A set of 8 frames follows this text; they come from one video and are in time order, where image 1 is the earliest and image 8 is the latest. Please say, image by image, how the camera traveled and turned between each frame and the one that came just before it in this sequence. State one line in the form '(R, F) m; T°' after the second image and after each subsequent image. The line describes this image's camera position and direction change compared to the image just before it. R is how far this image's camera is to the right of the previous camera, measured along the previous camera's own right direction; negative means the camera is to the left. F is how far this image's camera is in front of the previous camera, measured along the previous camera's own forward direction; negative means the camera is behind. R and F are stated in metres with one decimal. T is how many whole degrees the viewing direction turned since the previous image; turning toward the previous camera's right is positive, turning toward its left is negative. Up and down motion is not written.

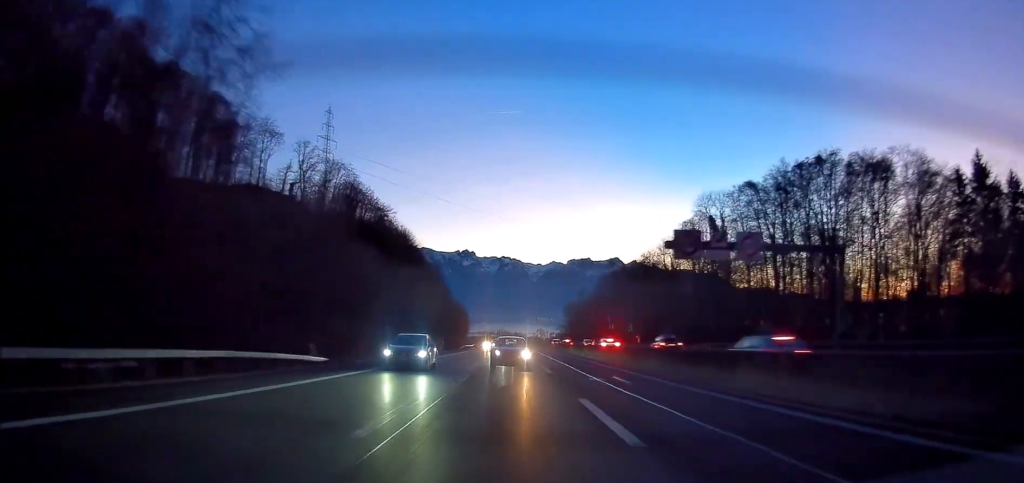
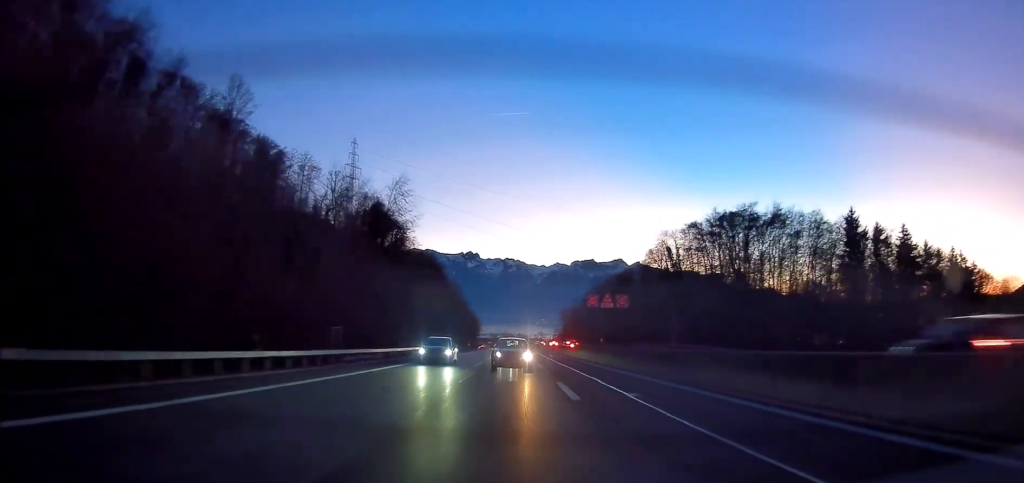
(+0.1, +40.5) m; 0°
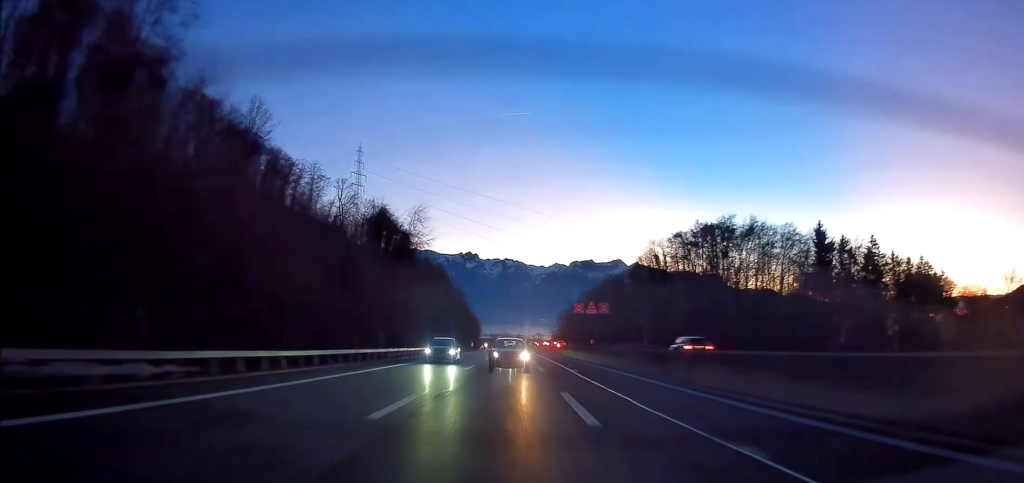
(-0.1, +13.9) m; 0°
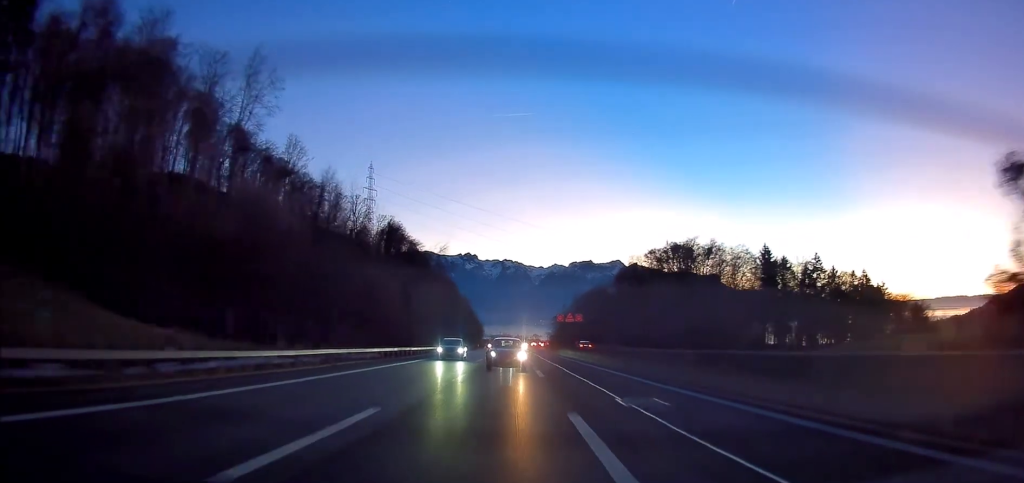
(-0.1, +30.9) m; 0°
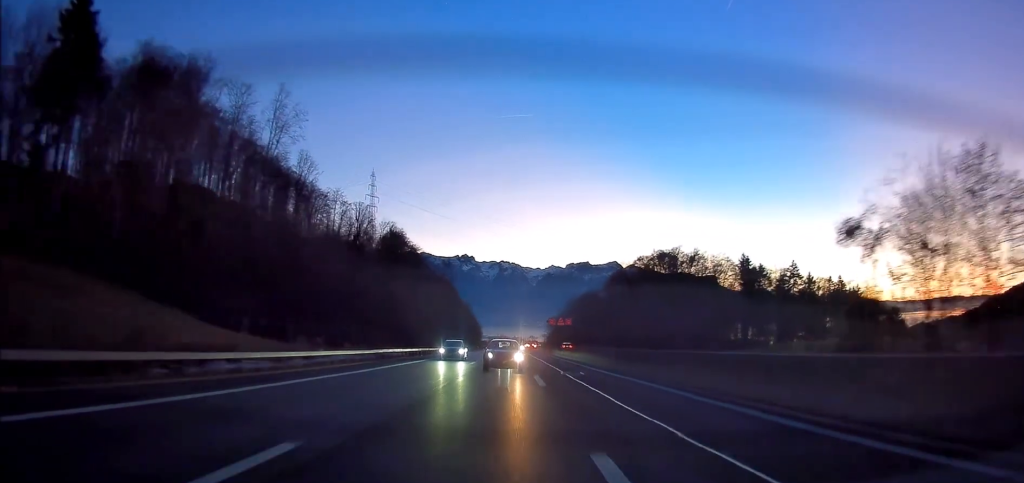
(0.0, +13.8) m; 0°
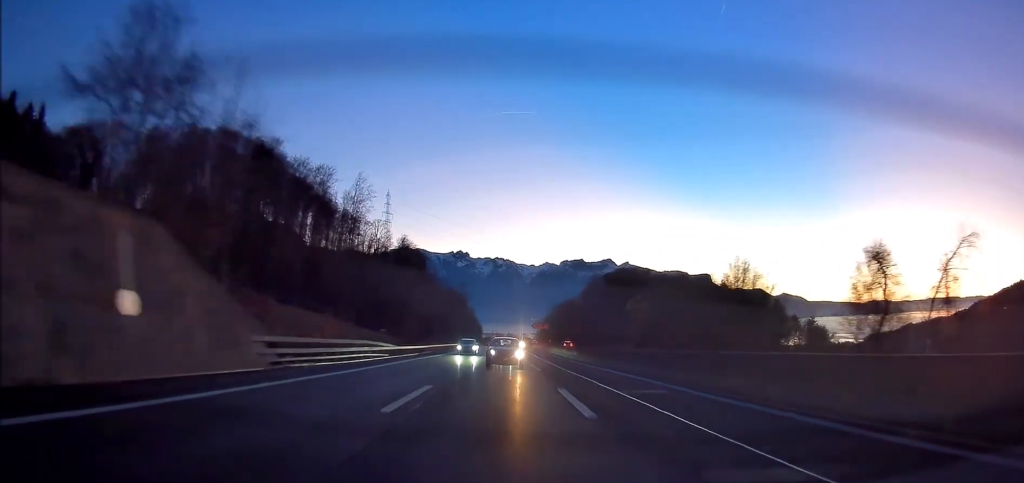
(+0.6, +62.6) m; +1°
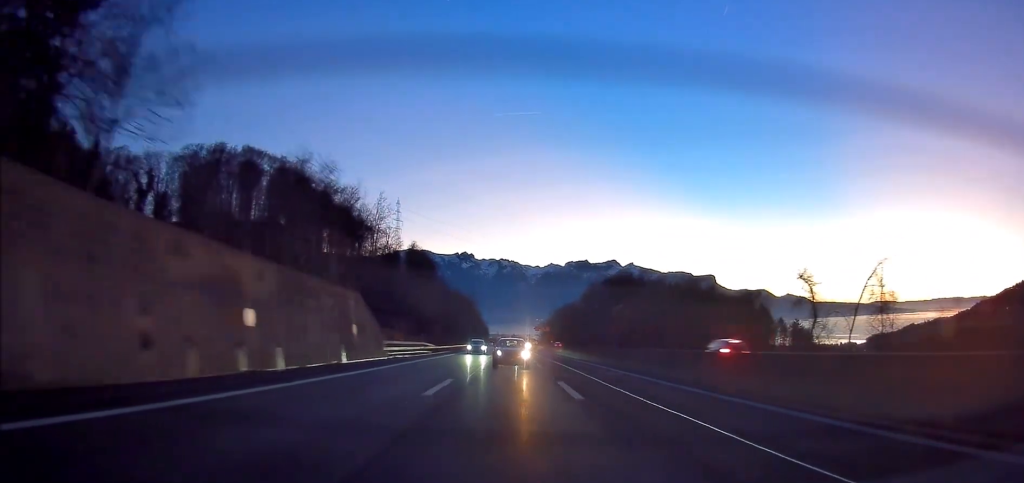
(-0.1, +21.2) m; 0°
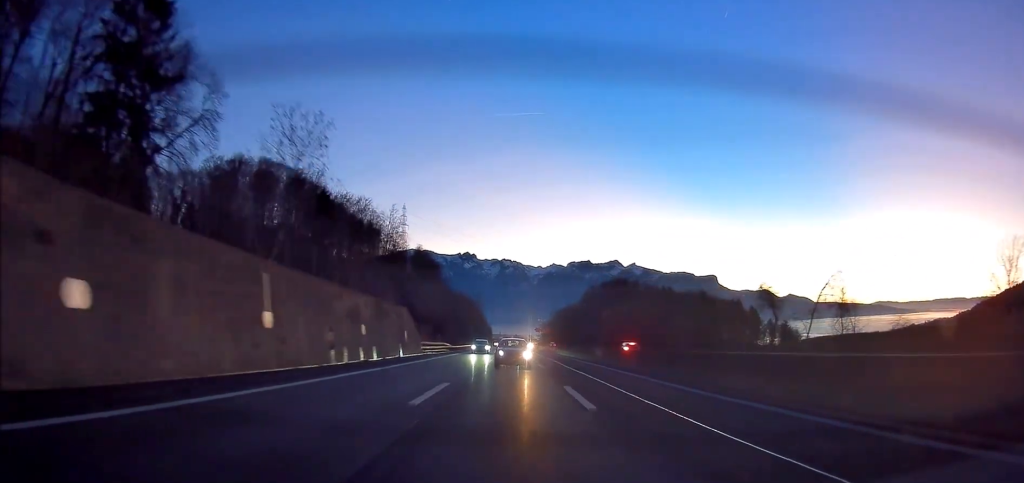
(0.0, +16.0) m; 0°
